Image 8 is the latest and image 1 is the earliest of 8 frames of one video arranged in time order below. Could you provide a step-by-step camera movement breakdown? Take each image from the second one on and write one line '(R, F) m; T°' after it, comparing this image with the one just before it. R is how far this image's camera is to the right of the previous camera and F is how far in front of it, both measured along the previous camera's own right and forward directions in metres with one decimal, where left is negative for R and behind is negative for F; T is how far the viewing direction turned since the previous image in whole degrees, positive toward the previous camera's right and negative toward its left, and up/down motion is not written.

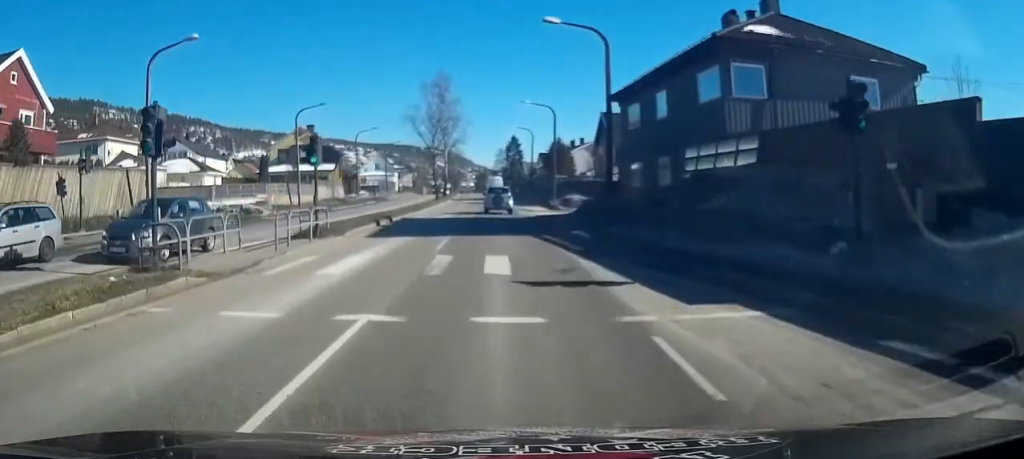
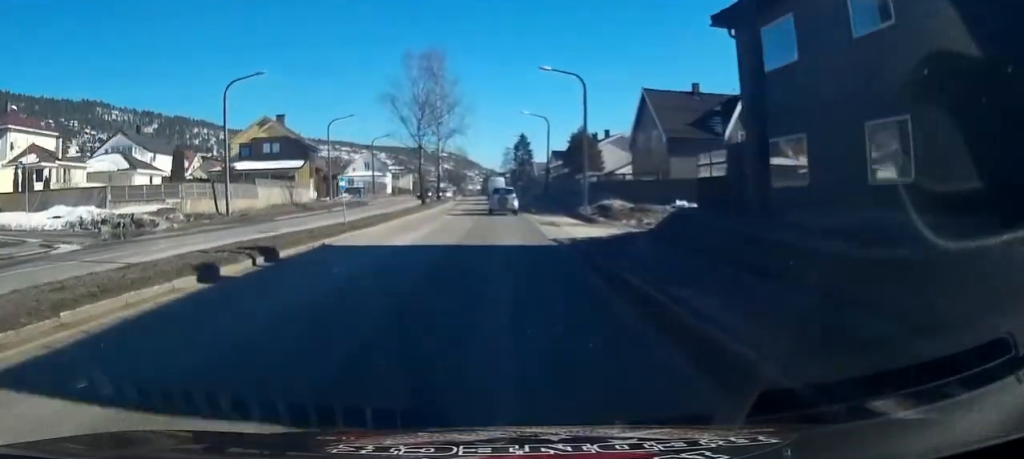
(0.0, +16.2) m; -1°
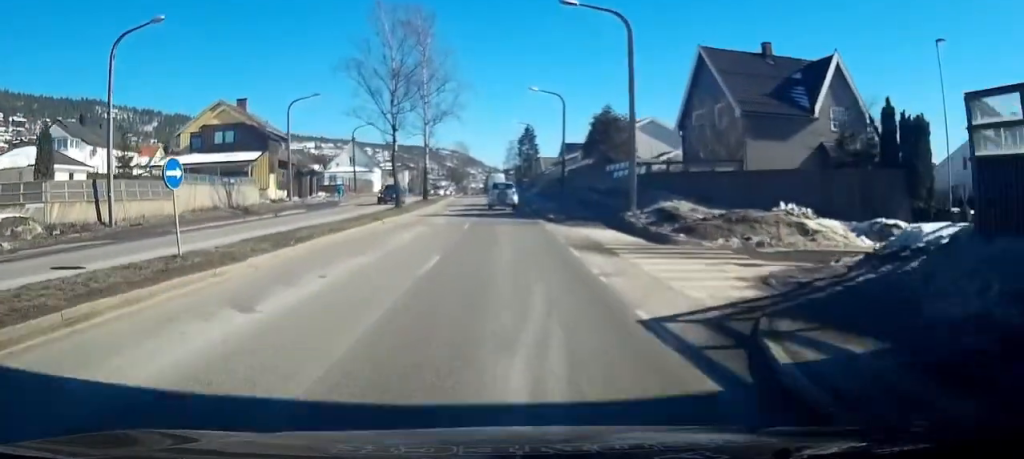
(-0.3, +13.3) m; -2°
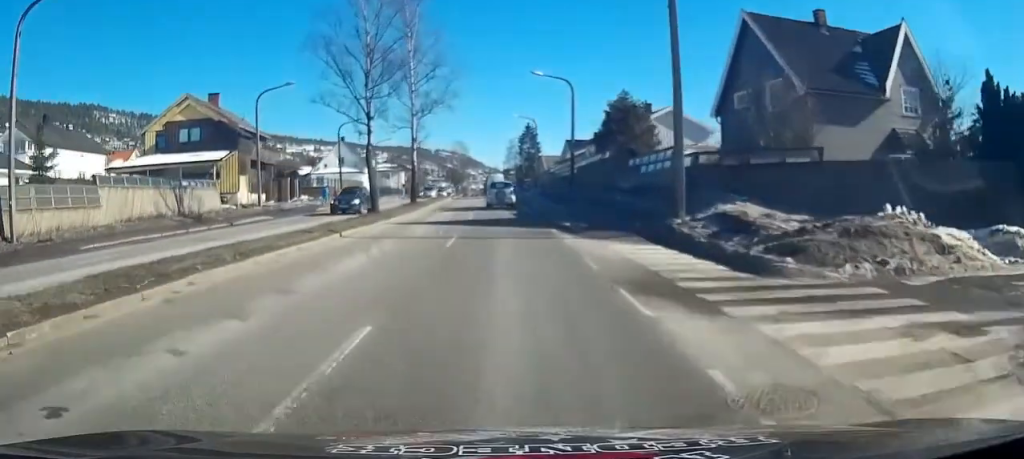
(-0.1, +6.7) m; -1°
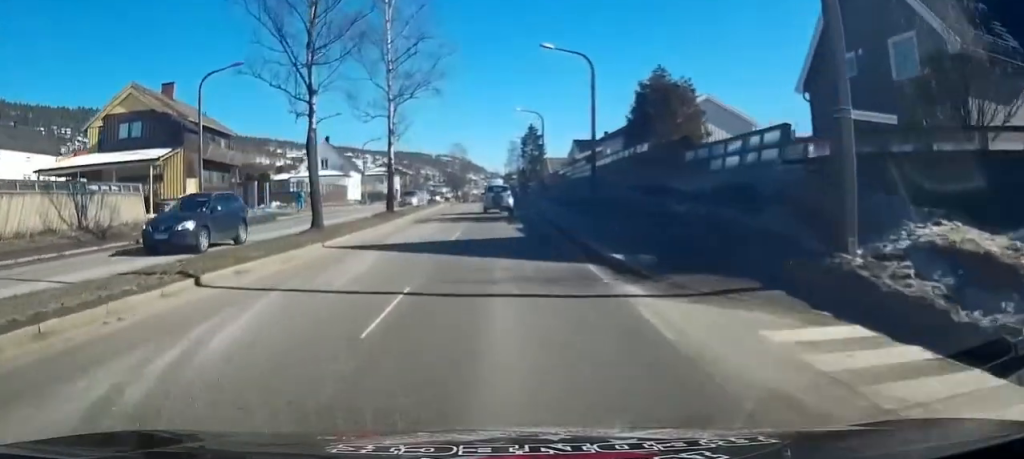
(0.0, +8.6) m; 0°
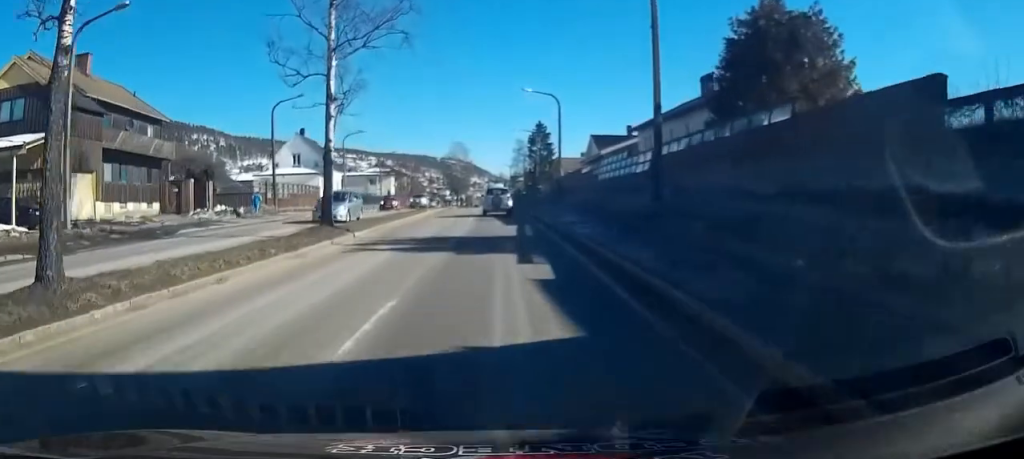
(0.0, +12.4) m; 0°
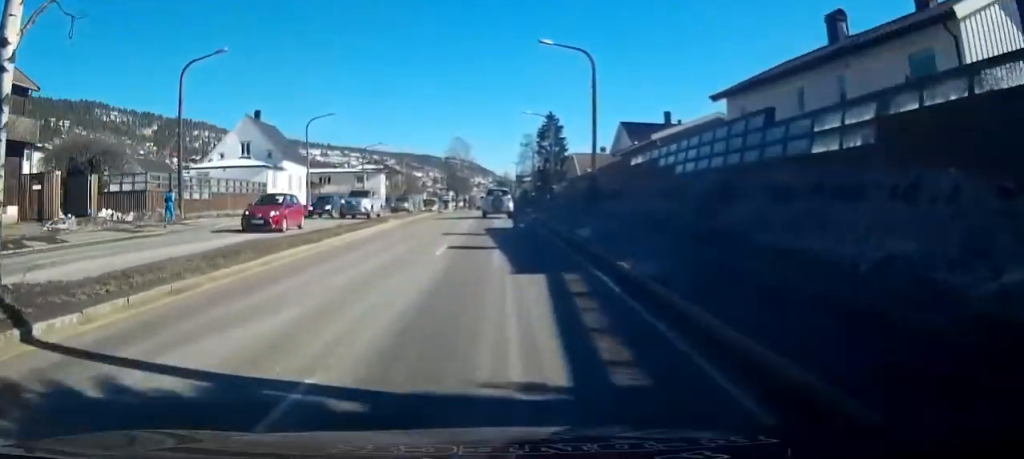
(0.0, +15.1) m; 0°
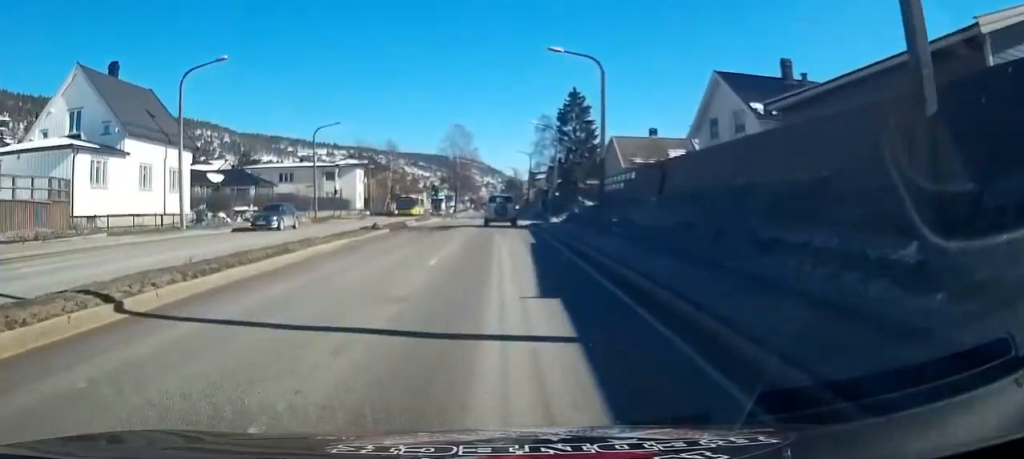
(+0.6, +24.9) m; +2°
